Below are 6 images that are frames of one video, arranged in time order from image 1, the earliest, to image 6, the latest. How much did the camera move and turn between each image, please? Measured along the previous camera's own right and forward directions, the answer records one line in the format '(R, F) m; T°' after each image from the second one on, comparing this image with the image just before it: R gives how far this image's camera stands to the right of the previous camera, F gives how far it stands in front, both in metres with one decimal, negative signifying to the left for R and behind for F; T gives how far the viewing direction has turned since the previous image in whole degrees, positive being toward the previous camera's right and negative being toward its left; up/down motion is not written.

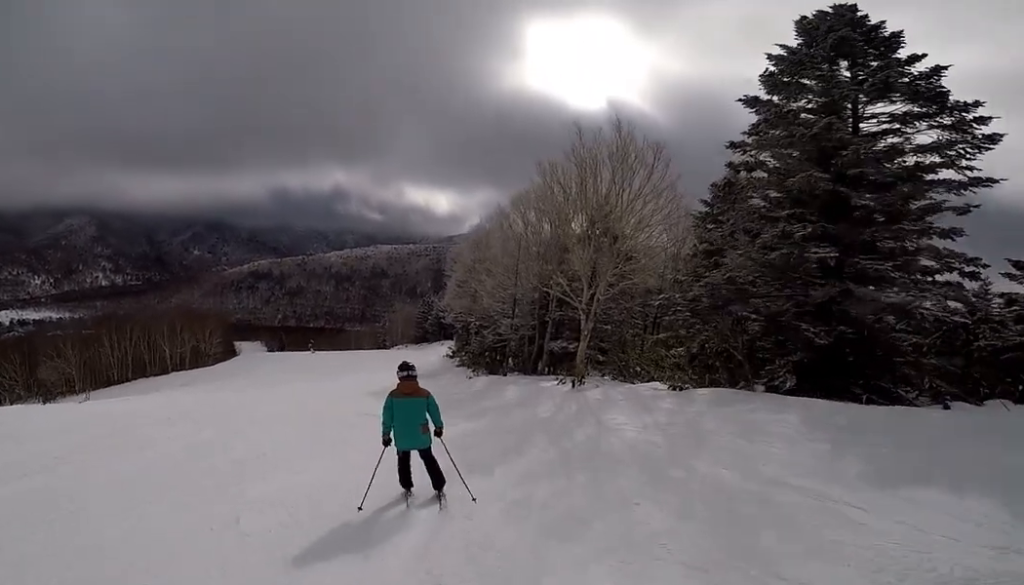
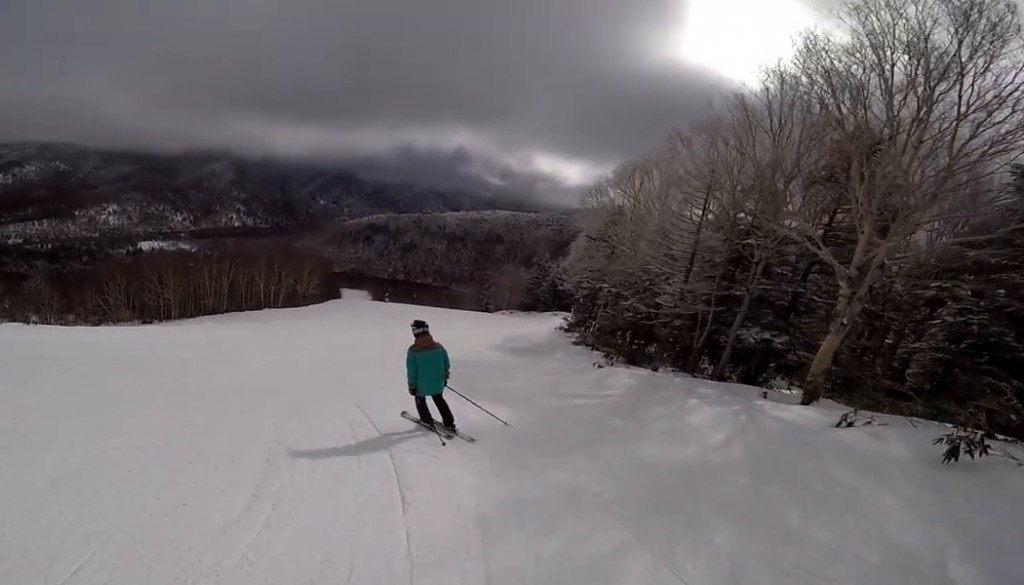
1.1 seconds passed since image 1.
(-0.4, +8.0) m; -12°
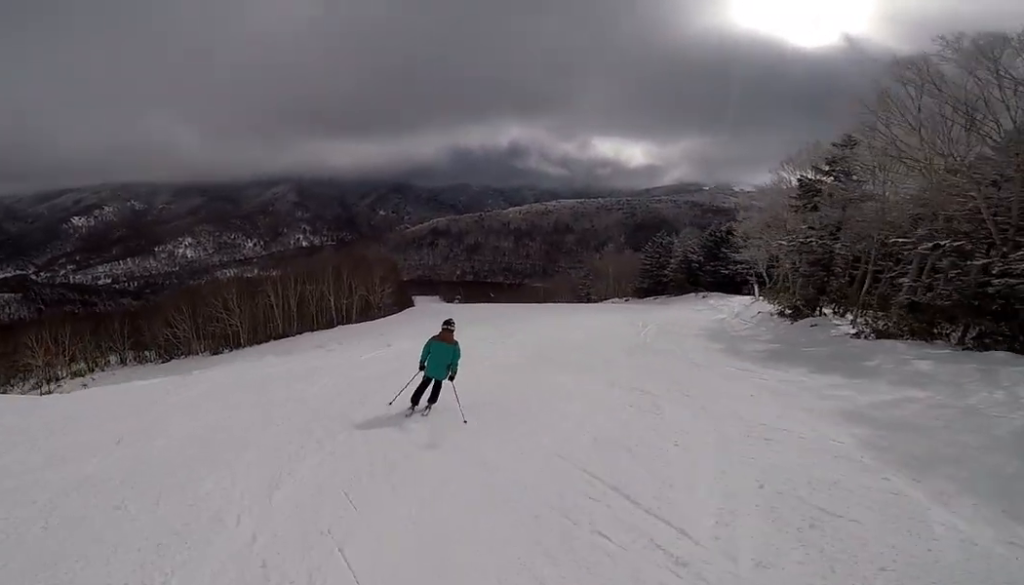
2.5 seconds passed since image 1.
(-2.0, +10.0) m; -13°
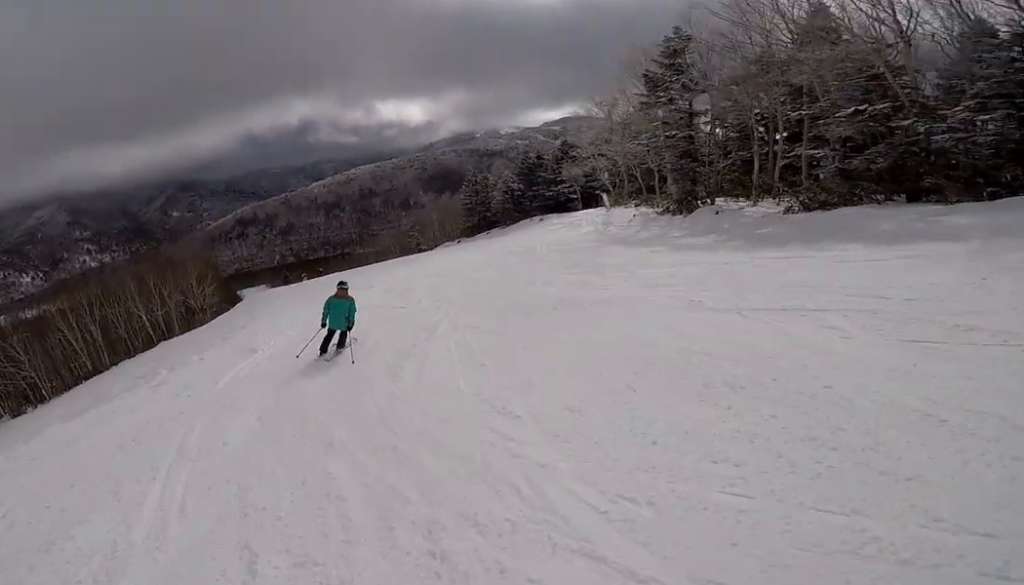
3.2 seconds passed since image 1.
(+0.2, +5.4) m; +17°
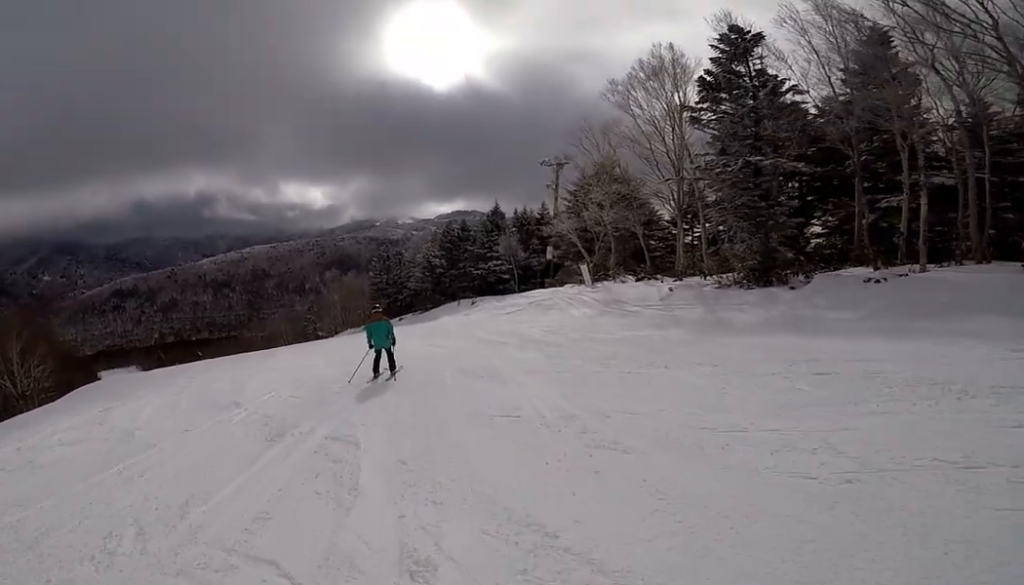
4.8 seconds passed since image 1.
(+3.3, +10.1) m; +20°
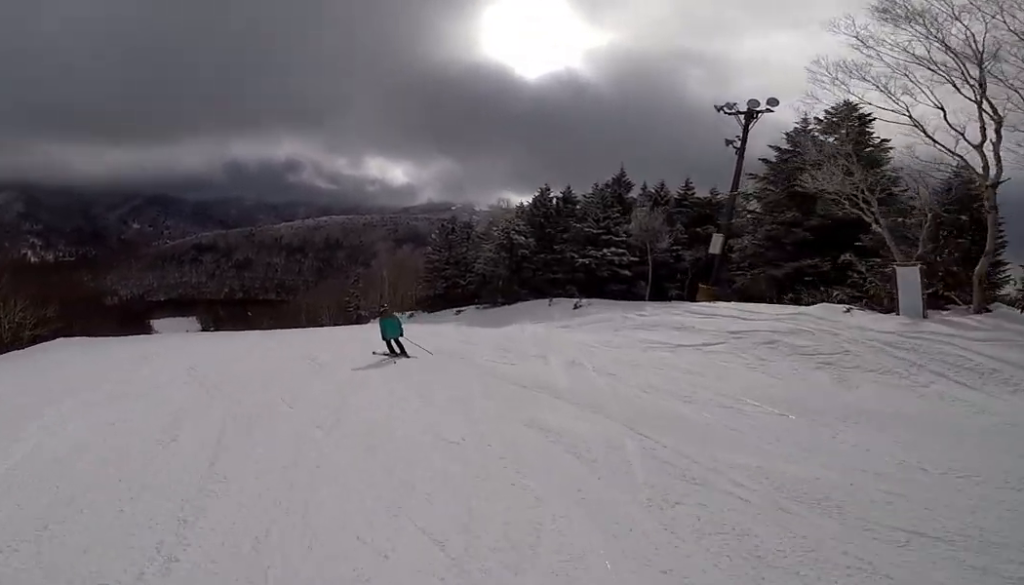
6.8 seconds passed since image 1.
(-1.0, +13.1) m; -11°
